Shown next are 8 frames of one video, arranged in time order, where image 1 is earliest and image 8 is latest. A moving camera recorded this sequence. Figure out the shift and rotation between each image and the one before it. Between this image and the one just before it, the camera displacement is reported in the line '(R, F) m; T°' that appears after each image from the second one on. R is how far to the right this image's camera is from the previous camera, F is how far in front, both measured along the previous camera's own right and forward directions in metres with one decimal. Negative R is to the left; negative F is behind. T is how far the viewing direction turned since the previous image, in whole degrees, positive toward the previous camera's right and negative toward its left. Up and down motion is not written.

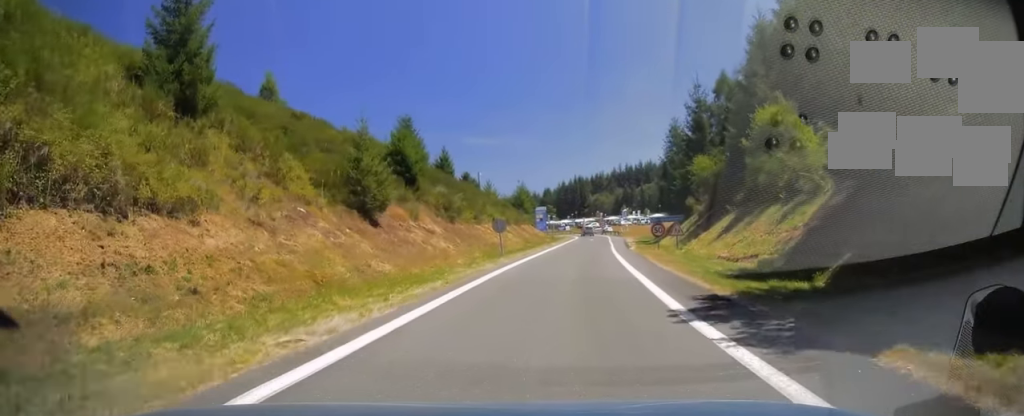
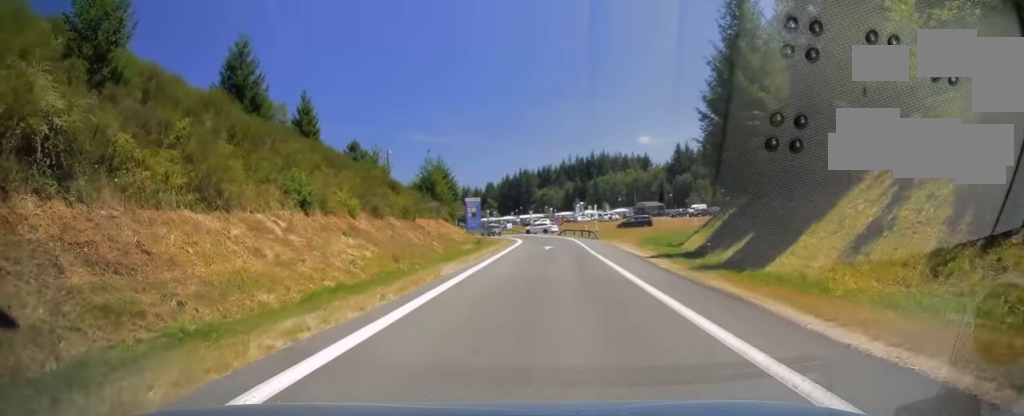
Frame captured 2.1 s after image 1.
(+3.7, +35.9) m; +10°
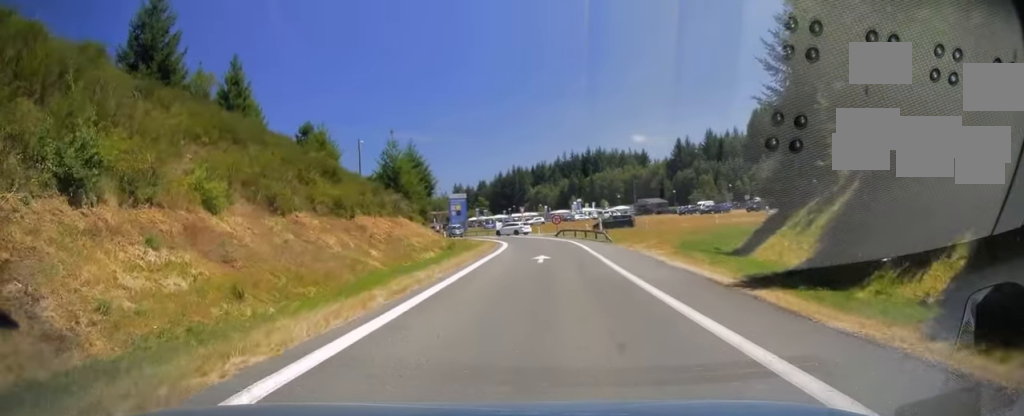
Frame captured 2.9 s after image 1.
(0.0, +13.6) m; +2°
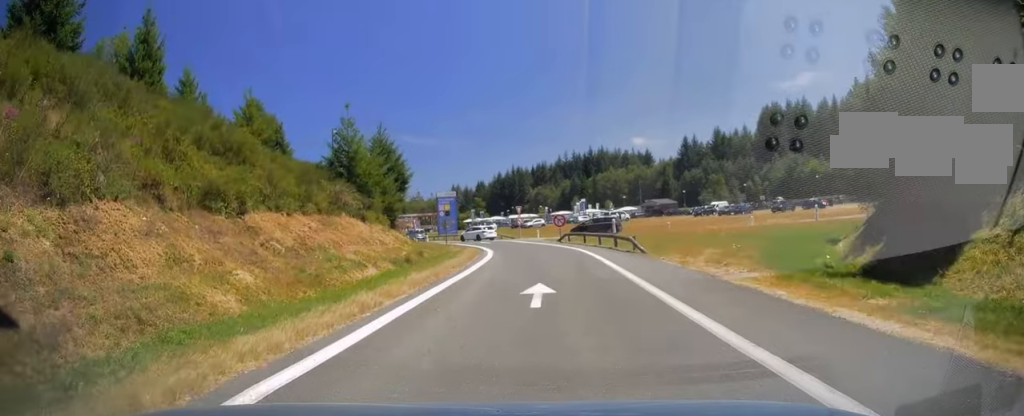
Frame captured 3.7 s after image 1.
(+0.4, +12.3) m; +1°
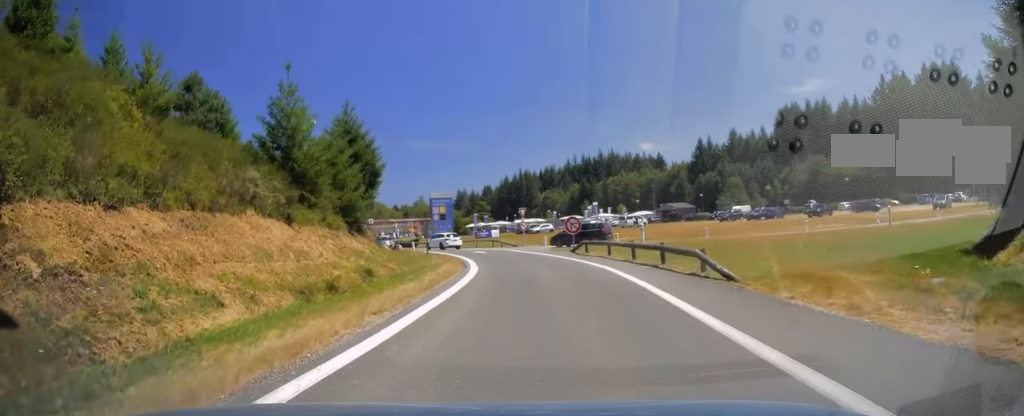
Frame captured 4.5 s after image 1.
(0.0, +10.8) m; -2°
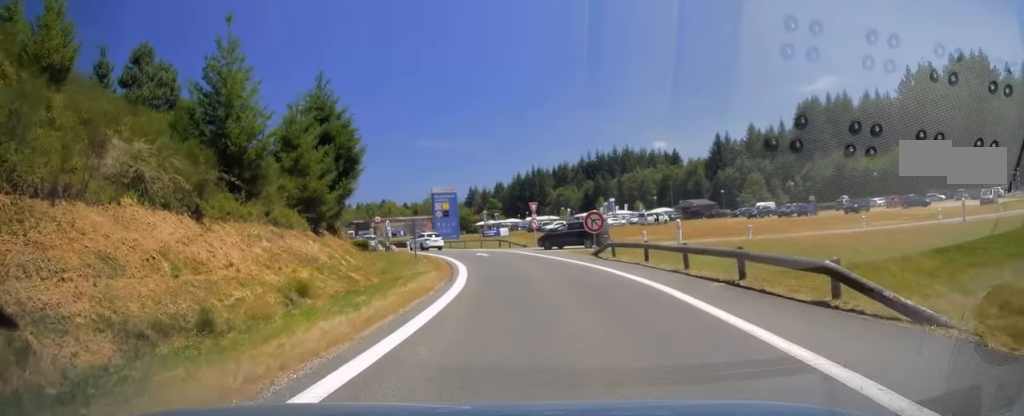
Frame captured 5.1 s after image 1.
(0.0, +7.1) m; -2°
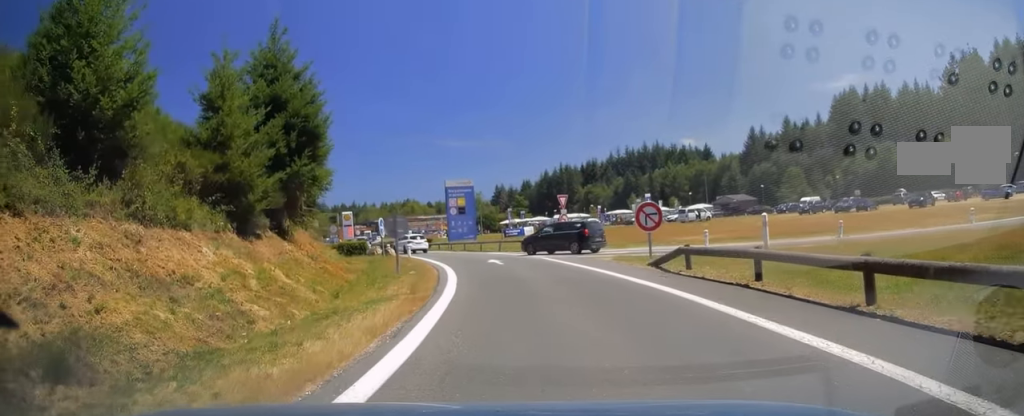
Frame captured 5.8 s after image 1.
(-0.5, +8.8) m; -3°
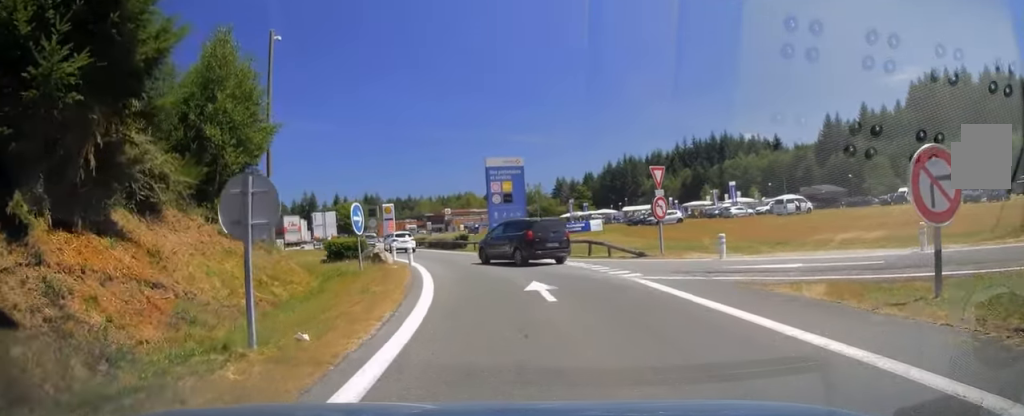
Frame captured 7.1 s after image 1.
(-0.1, +14.4) m; -1°
